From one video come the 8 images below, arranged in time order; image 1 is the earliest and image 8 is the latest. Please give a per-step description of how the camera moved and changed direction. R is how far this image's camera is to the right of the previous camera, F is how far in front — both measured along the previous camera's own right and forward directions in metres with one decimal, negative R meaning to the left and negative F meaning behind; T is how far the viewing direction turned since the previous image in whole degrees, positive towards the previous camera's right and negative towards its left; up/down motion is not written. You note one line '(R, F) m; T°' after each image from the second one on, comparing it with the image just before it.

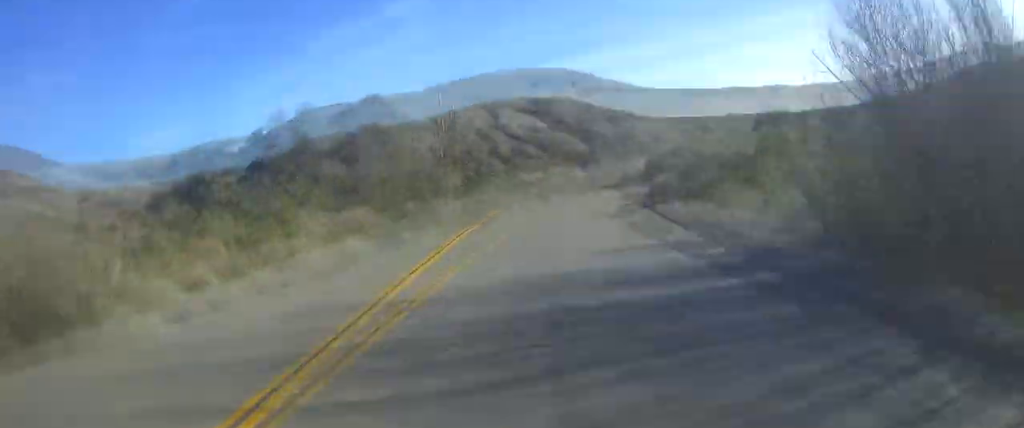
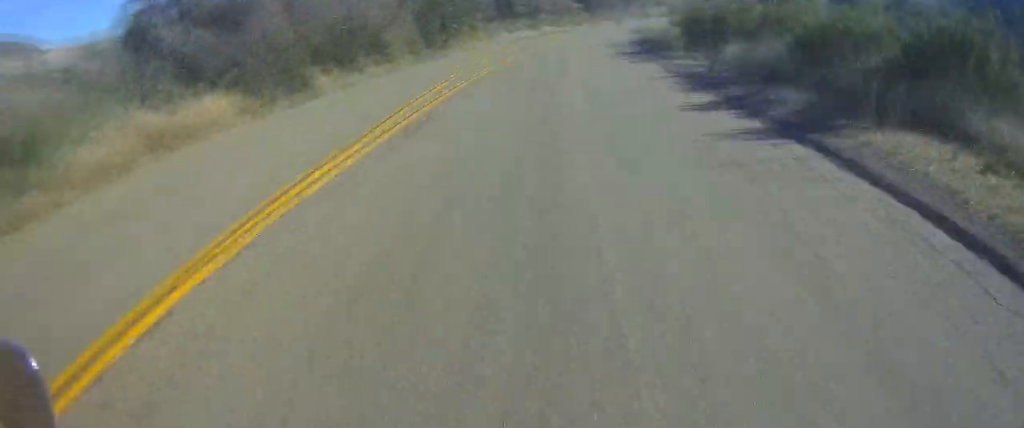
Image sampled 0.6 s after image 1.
(+0.3, +13.5) m; +2°
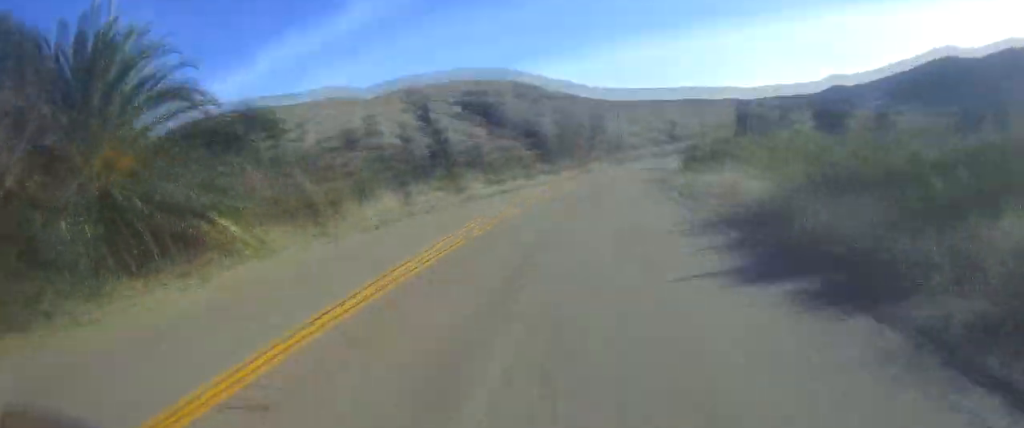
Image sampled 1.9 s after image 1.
(+0.9, +29.9) m; +4°
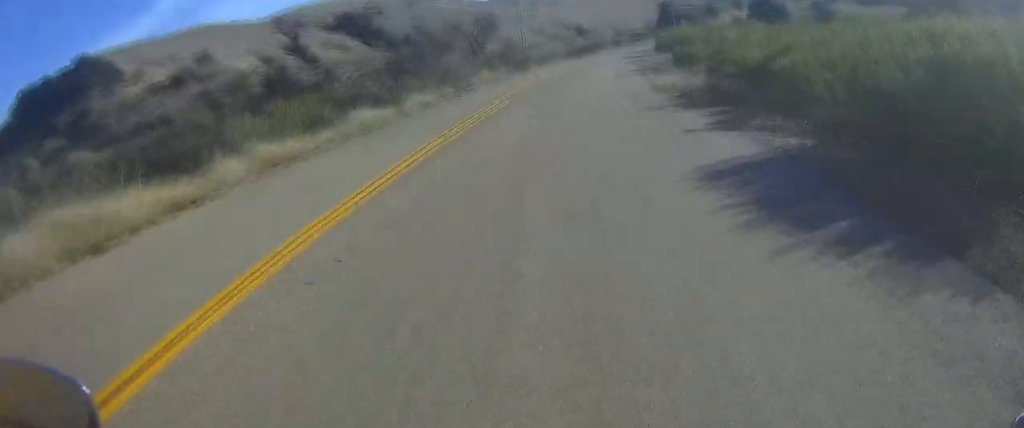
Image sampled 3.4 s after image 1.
(+2.3, +37.2) m; +7°
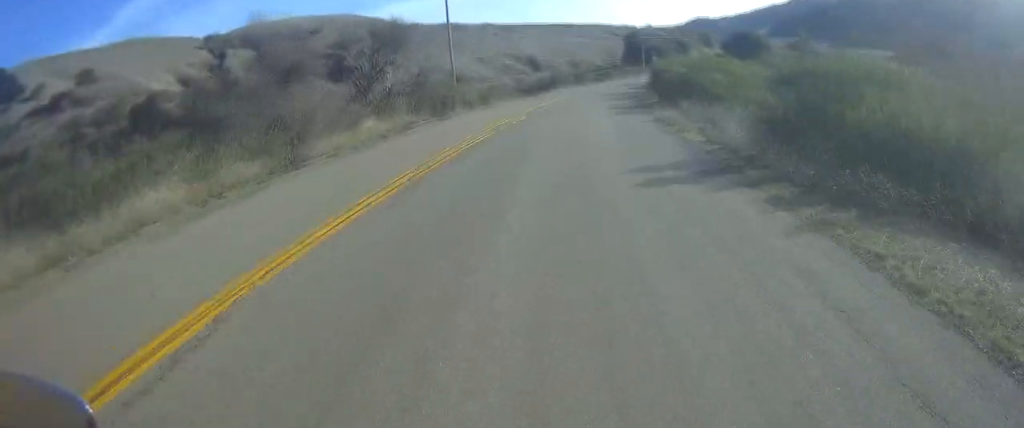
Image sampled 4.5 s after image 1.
(+1.0, +23.8) m; +5°
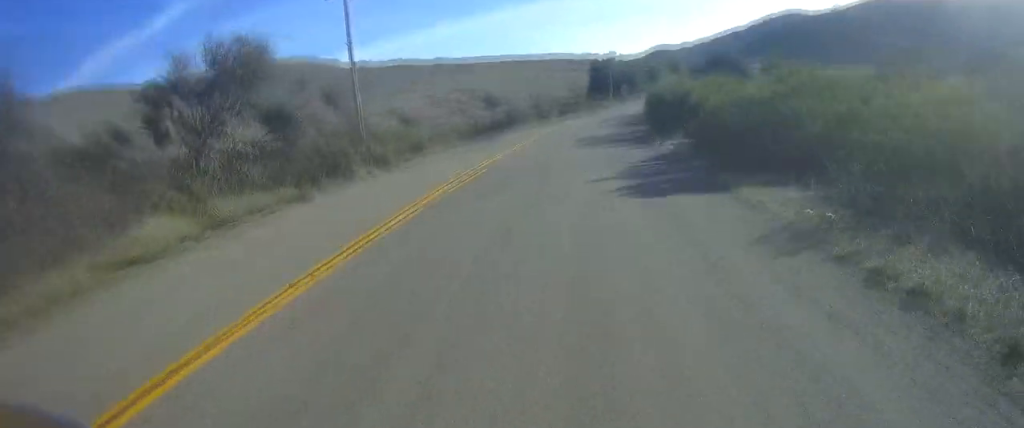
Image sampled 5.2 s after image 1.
(+0.2, +16.3) m; +3°
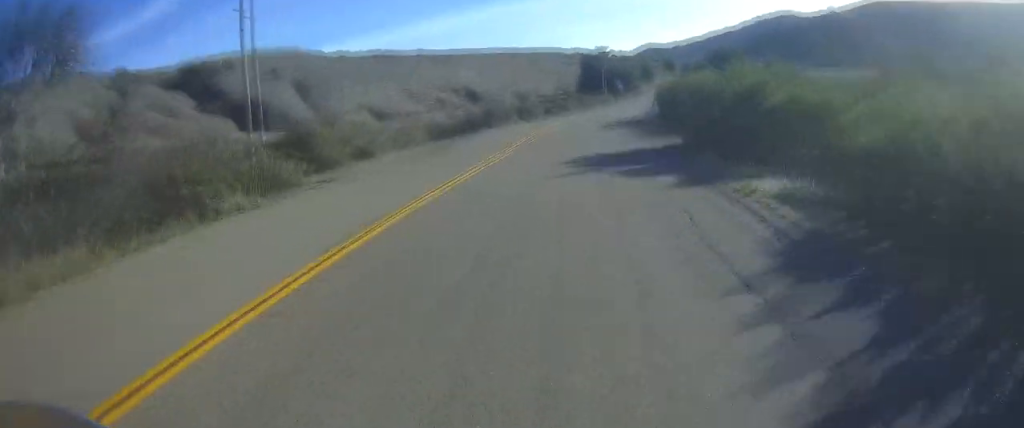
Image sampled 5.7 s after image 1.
(+0.6, +11.6) m; +1°
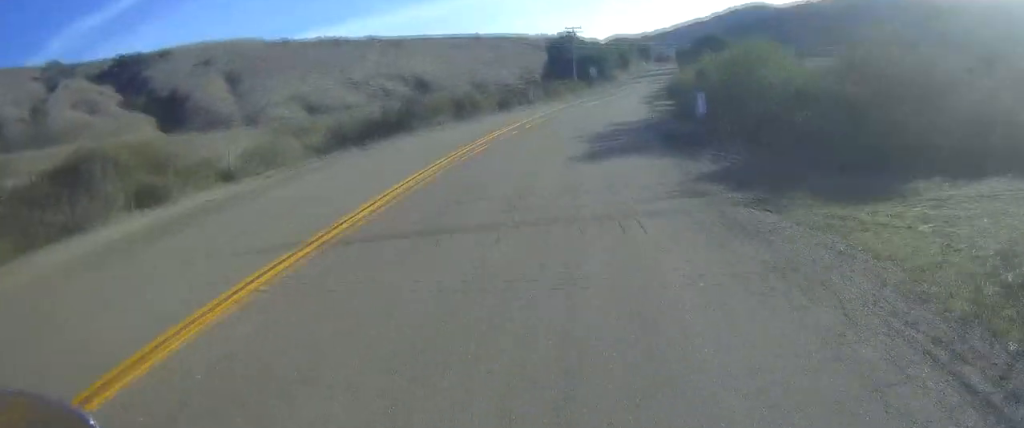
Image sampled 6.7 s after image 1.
(+0.3, +20.3) m; +1°
